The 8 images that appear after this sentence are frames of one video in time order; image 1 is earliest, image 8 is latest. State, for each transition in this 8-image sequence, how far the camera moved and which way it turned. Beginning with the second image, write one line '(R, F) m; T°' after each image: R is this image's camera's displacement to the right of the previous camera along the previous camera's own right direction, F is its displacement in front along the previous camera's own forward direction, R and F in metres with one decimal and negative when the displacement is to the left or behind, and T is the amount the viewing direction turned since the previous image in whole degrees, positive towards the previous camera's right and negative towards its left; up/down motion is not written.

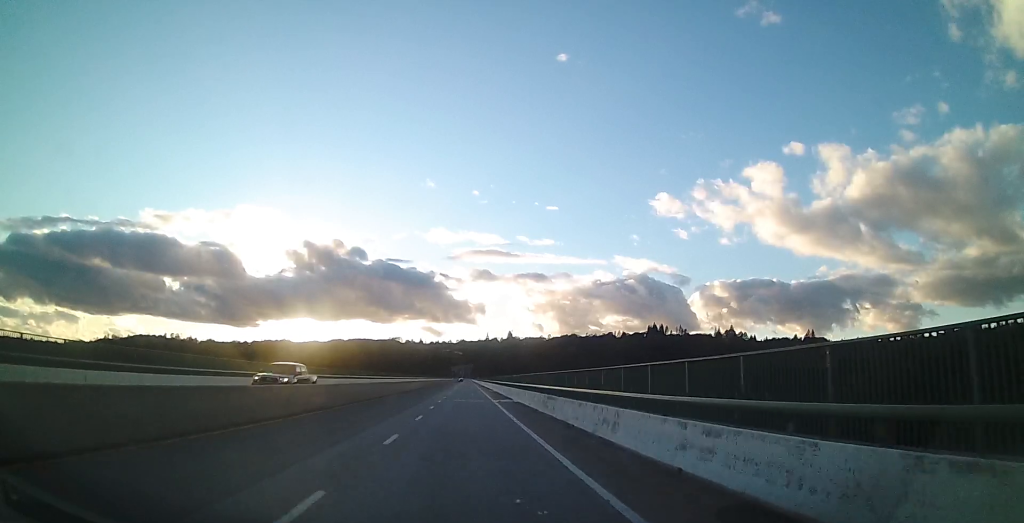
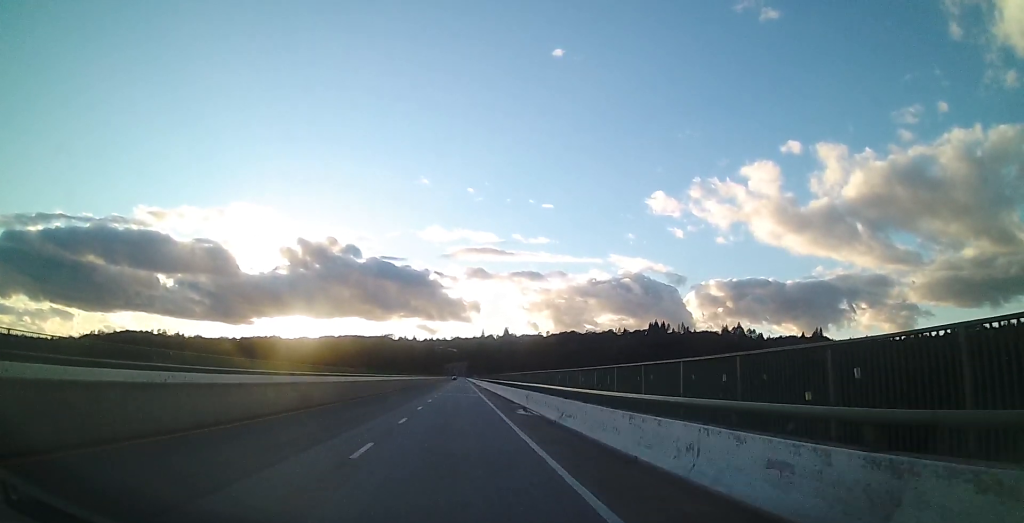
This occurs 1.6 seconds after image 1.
(+0.2, +46.3) m; +1°
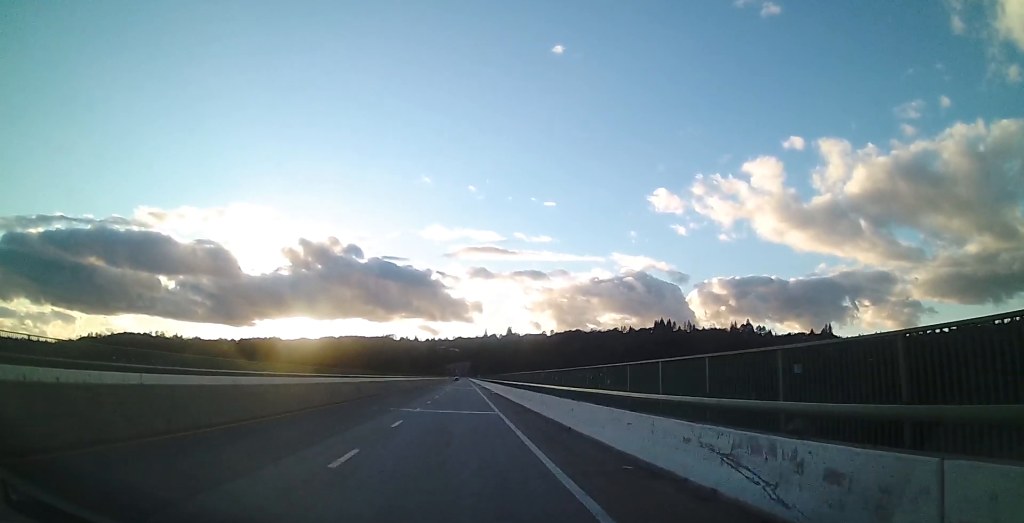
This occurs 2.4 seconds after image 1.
(+0.1, +23.2) m; +1°
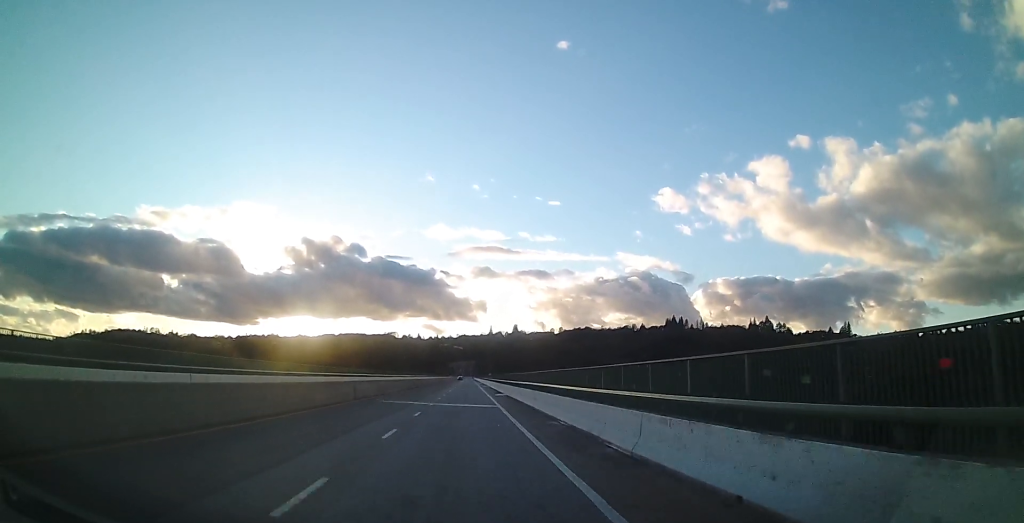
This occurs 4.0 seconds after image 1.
(+0.6, +47.1) m; 0°
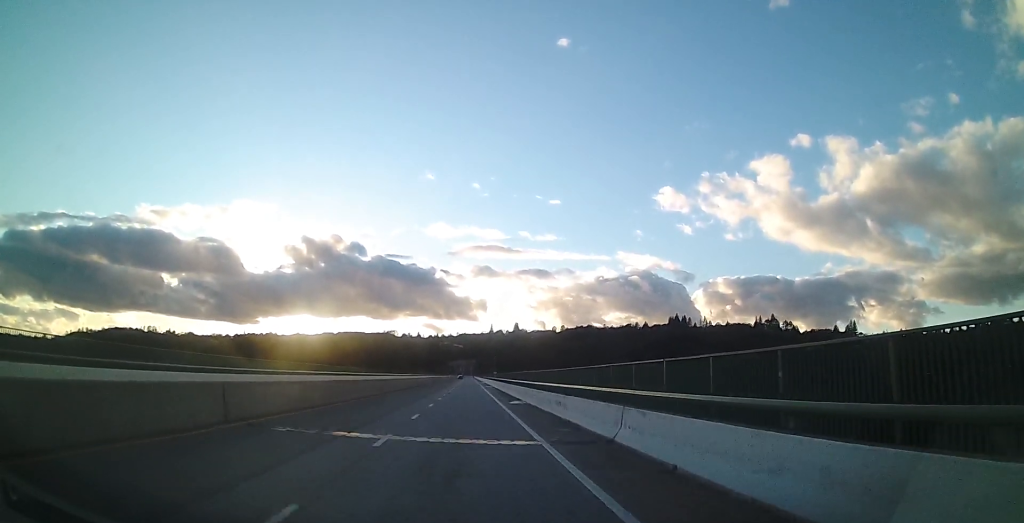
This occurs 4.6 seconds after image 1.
(-0.2, +16.3) m; 0°
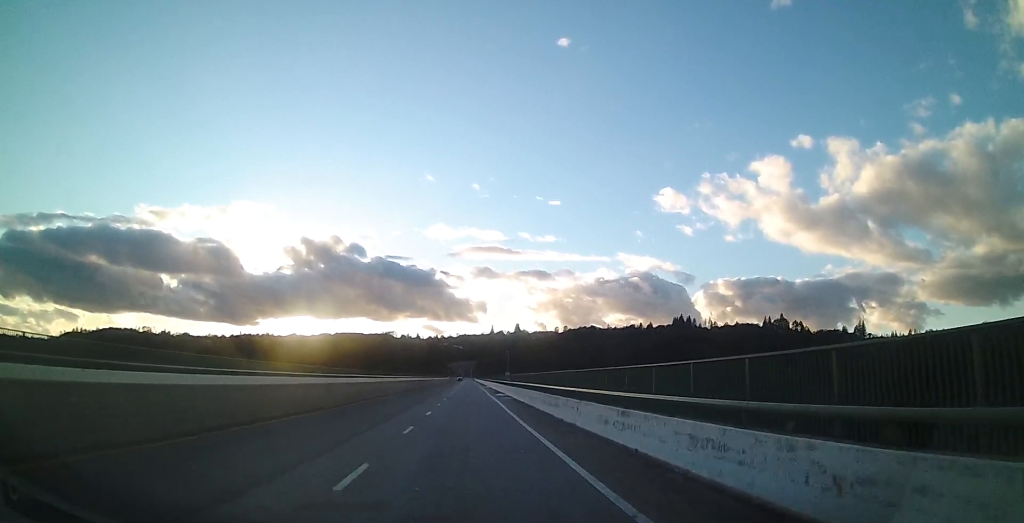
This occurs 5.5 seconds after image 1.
(-0.1, +25.9) m; 0°
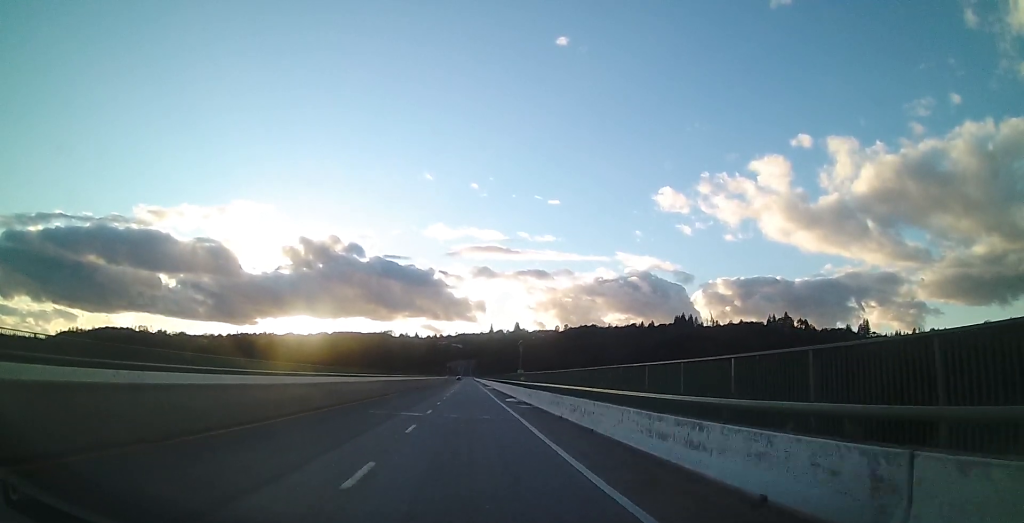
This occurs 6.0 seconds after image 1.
(+0.3, +14.4) m; 0°
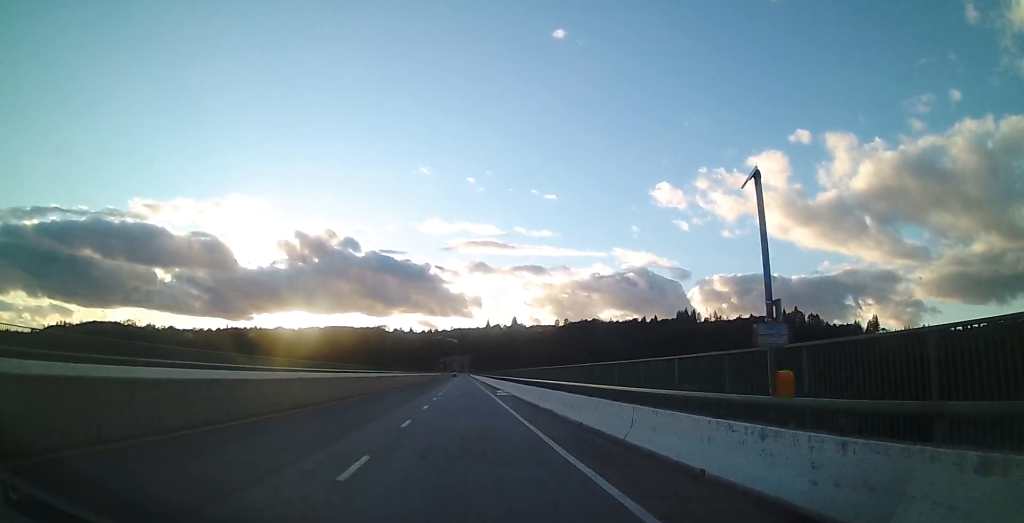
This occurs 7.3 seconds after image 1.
(-0.4, +36.5) m; 0°
